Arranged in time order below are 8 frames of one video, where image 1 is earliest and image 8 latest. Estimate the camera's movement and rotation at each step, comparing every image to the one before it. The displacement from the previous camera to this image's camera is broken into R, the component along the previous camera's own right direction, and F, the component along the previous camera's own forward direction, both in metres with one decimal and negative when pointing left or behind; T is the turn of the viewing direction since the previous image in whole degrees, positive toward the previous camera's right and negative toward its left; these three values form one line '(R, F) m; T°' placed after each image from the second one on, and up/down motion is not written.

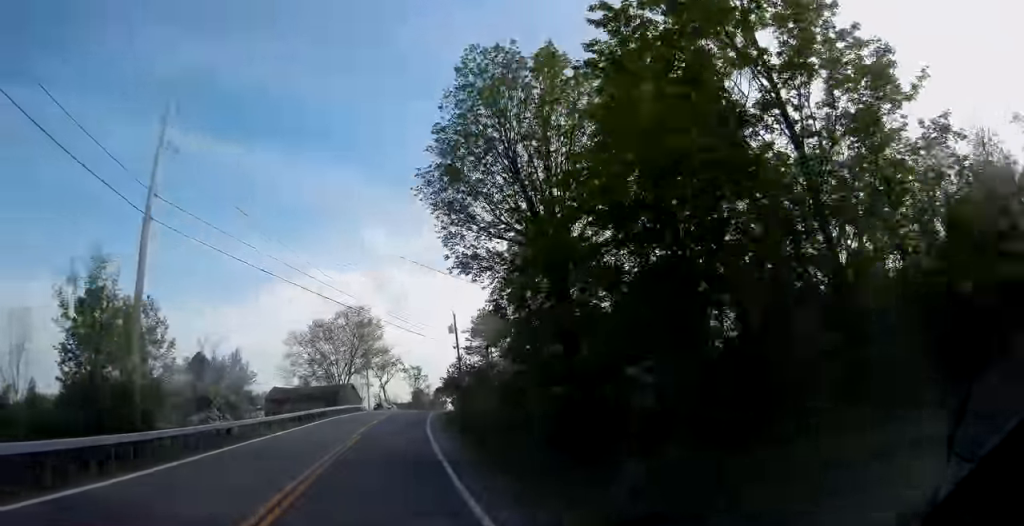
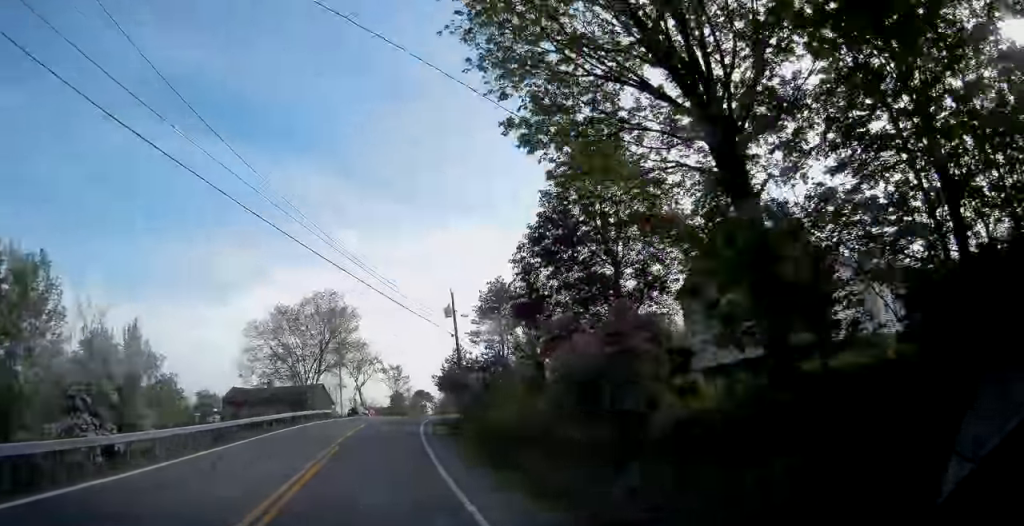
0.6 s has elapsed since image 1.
(+0.2, +12.8) m; +2°
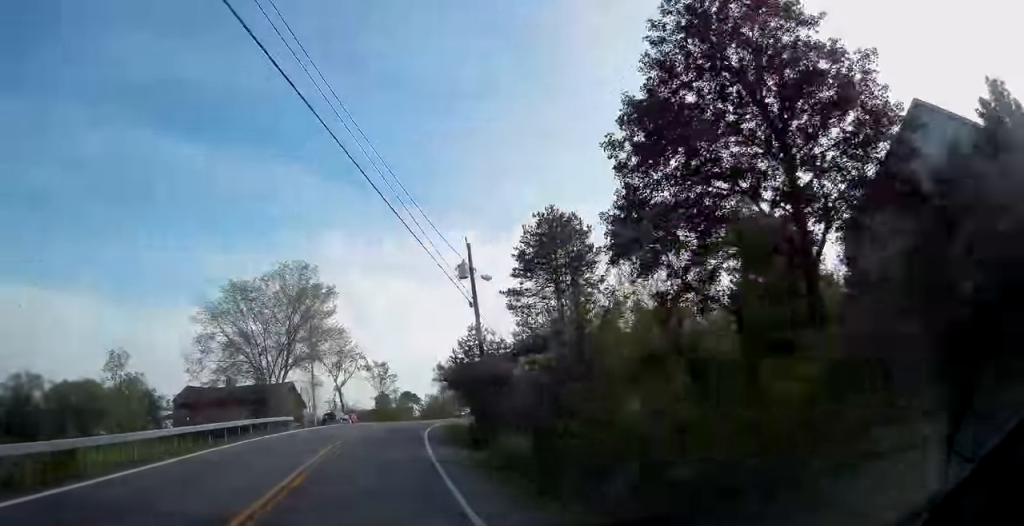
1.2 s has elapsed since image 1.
(+0.3, +13.5) m; +2°
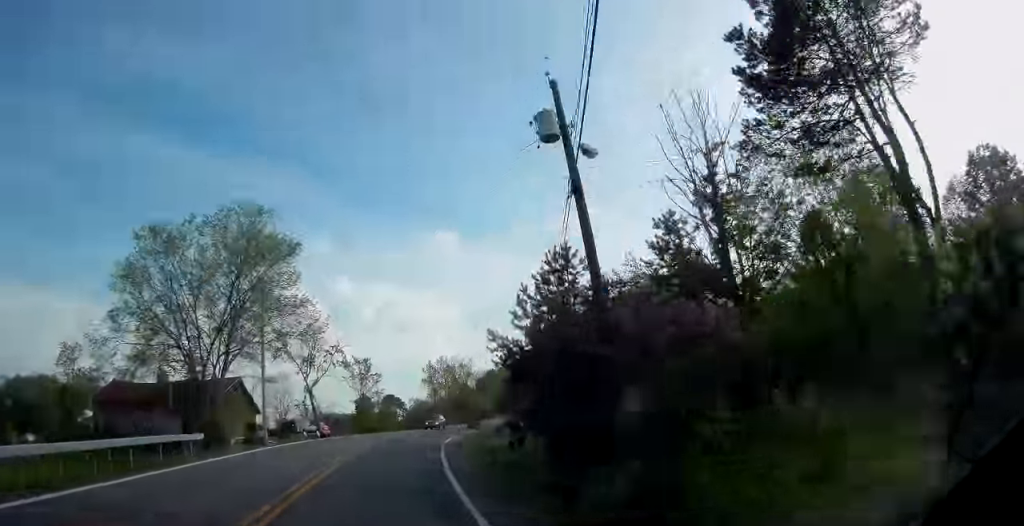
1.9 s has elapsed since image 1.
(+0.2, +15.6) m; +2°
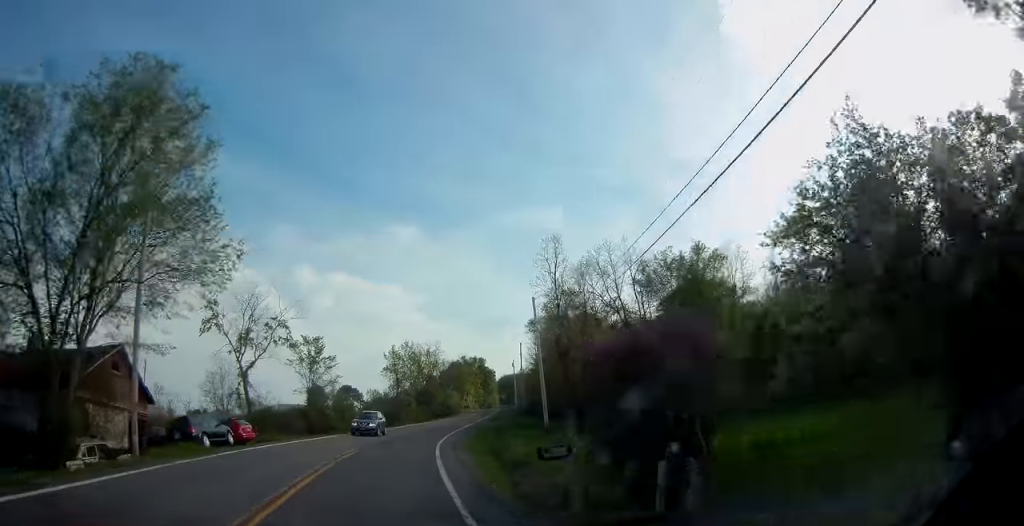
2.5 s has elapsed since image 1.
(0.0, +14.7) m; +2°
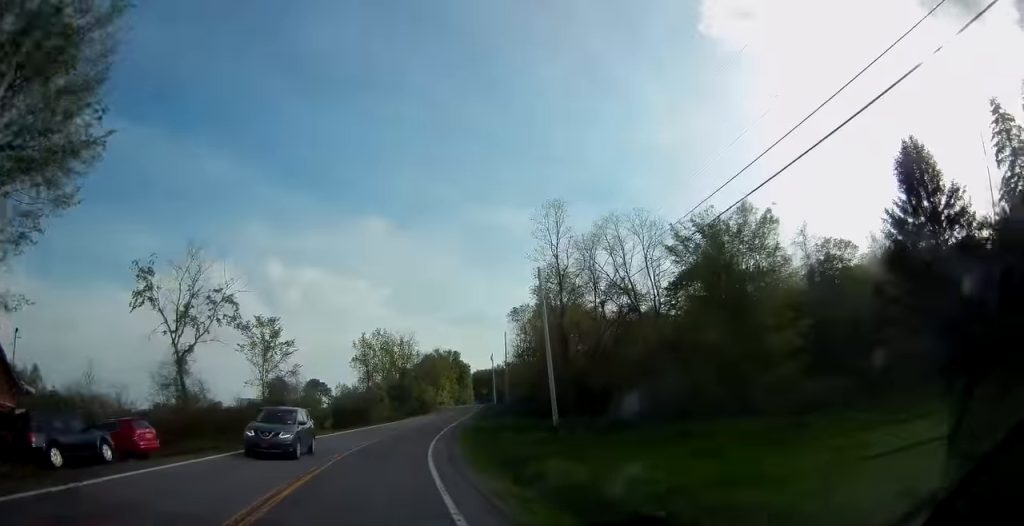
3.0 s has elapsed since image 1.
(+0.3, +10.3) m; +2°
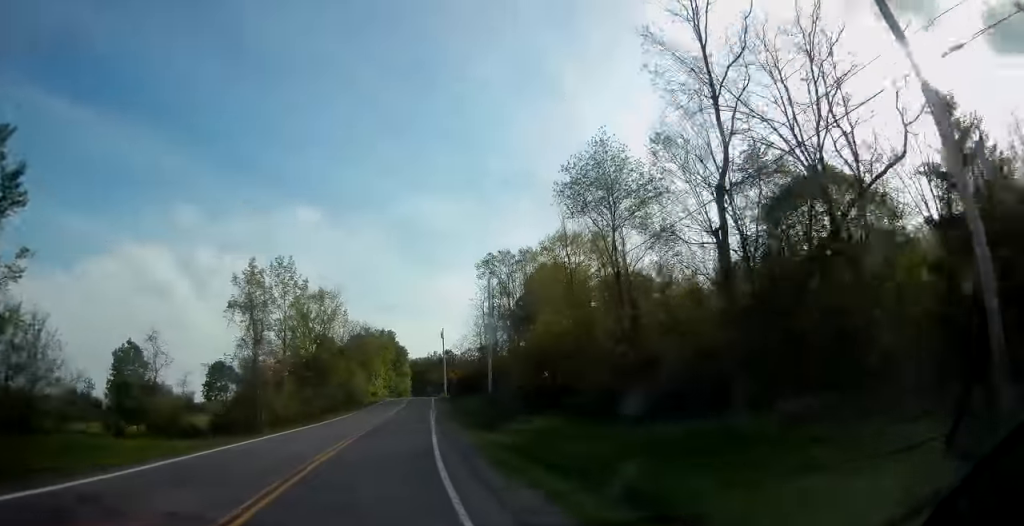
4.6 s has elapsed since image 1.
(+2.1, +34.1) m; +8°
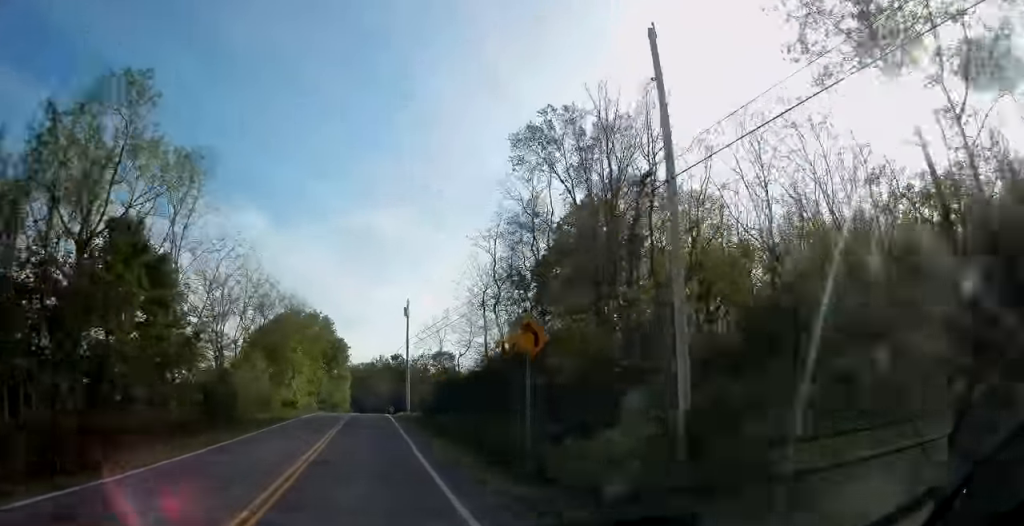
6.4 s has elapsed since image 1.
(+2.7, +40.0) m; +7°
